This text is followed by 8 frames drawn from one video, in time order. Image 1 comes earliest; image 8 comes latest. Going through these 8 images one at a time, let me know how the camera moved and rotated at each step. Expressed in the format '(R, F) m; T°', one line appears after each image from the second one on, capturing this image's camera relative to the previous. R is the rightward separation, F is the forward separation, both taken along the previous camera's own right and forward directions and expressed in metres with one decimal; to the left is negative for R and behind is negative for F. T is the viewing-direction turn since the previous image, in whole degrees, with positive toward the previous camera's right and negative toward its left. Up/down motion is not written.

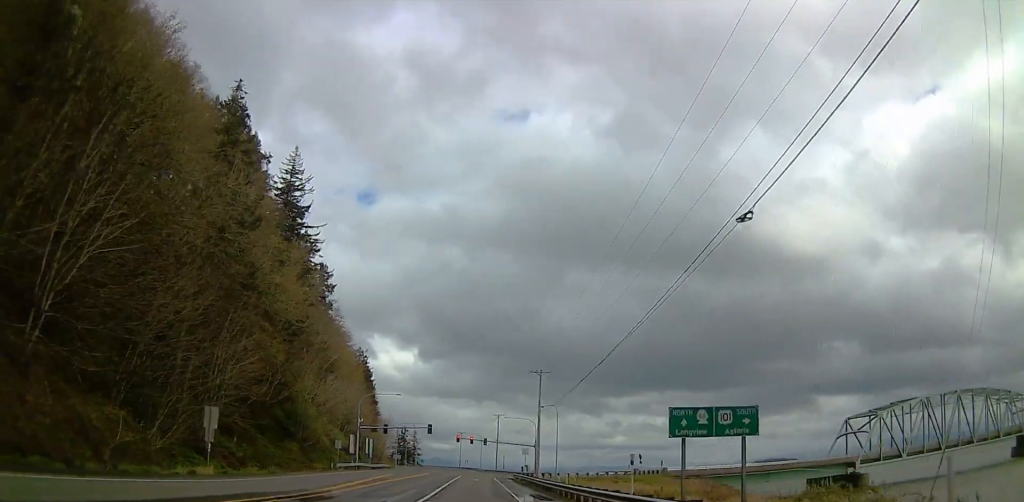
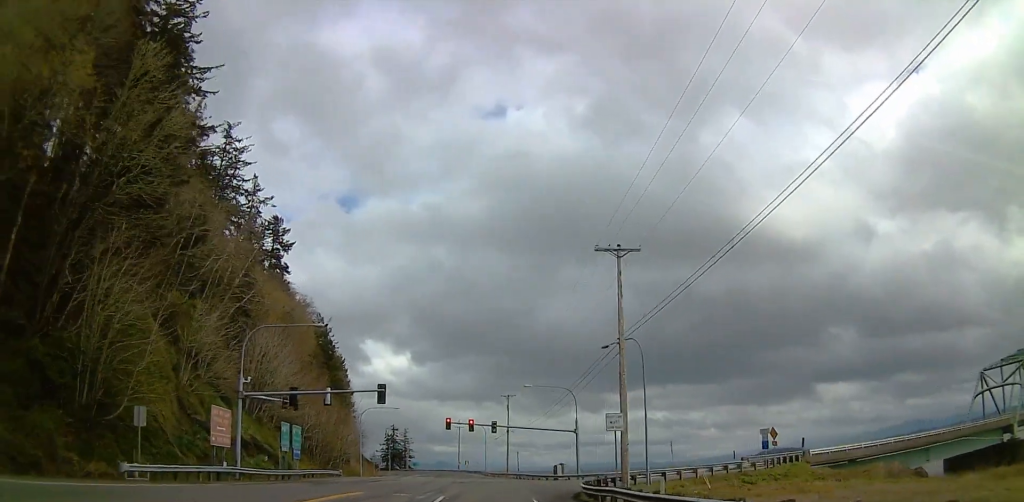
(-3.1, +46.2) m; -1°
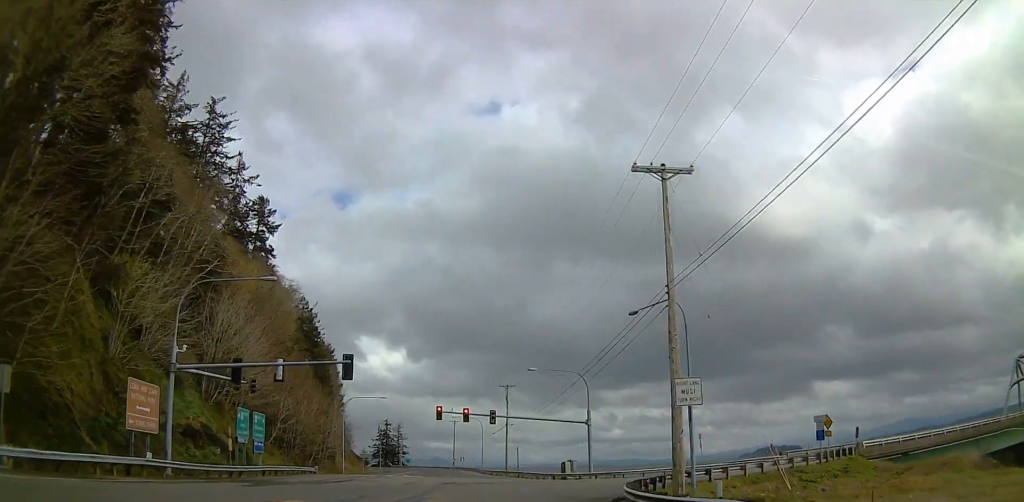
(+0.2, +10.0) m; +1°
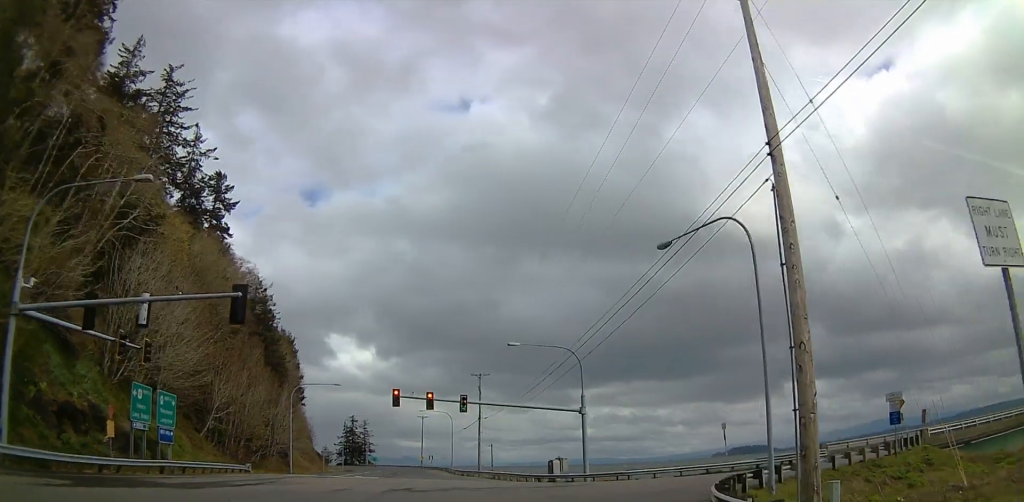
(0.0, +12.3) m; 0°
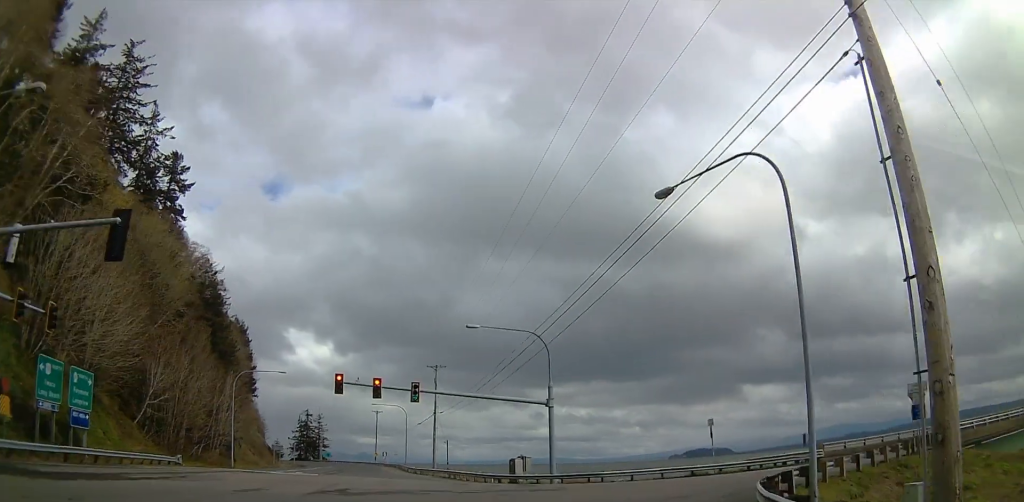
(0.0, +6.0) m; 0°
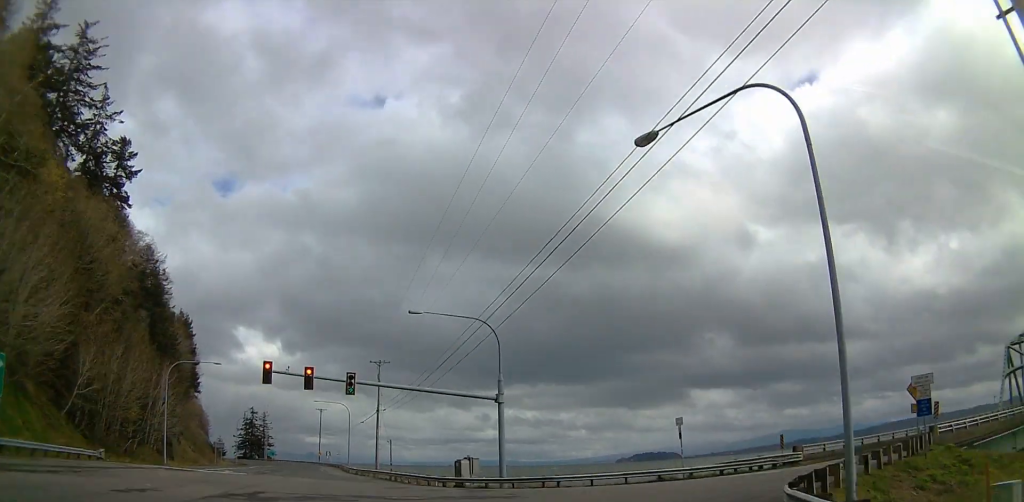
(0.0, +4.3) m; +4°
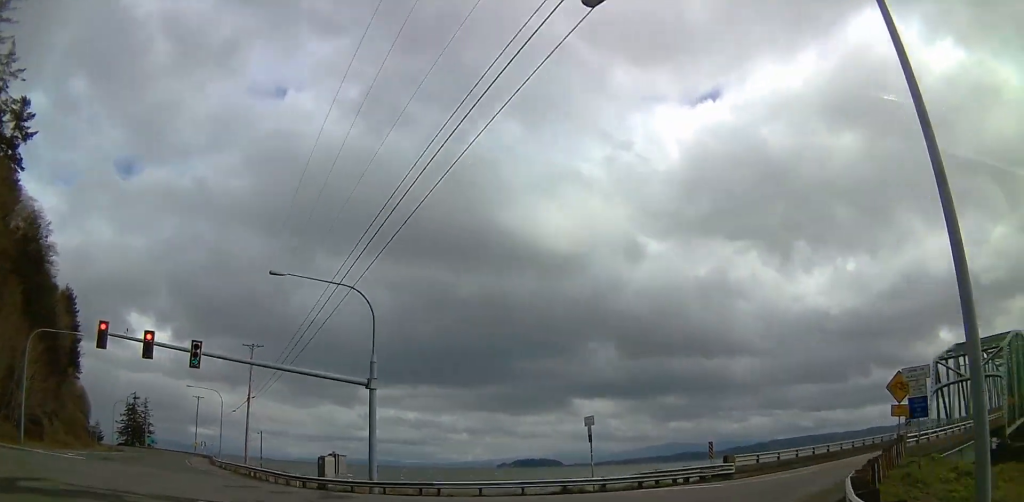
(0.0, +7.4) m; +8°
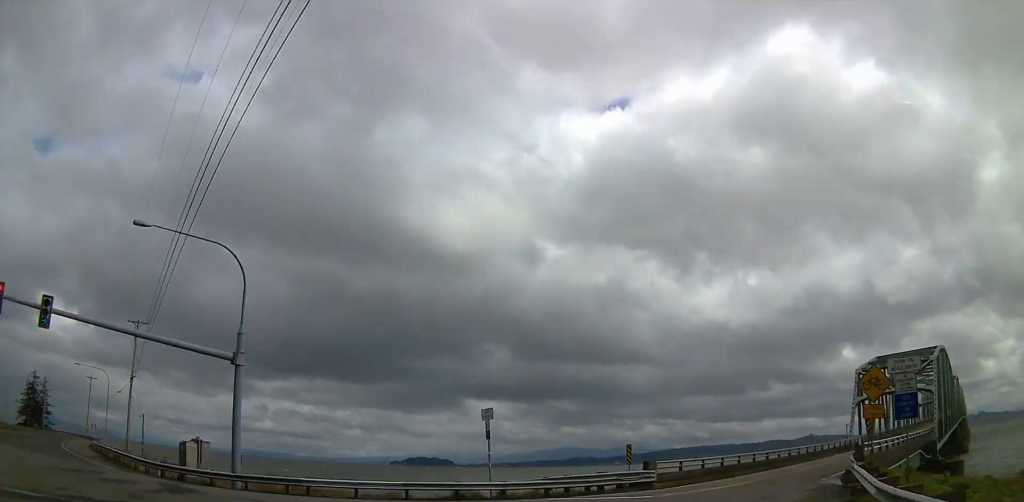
(+0.6, +5.2) m; +12°
